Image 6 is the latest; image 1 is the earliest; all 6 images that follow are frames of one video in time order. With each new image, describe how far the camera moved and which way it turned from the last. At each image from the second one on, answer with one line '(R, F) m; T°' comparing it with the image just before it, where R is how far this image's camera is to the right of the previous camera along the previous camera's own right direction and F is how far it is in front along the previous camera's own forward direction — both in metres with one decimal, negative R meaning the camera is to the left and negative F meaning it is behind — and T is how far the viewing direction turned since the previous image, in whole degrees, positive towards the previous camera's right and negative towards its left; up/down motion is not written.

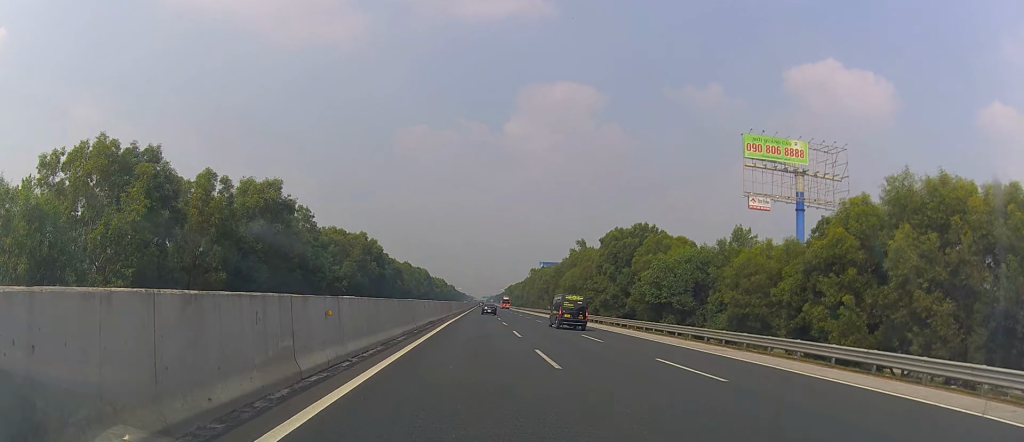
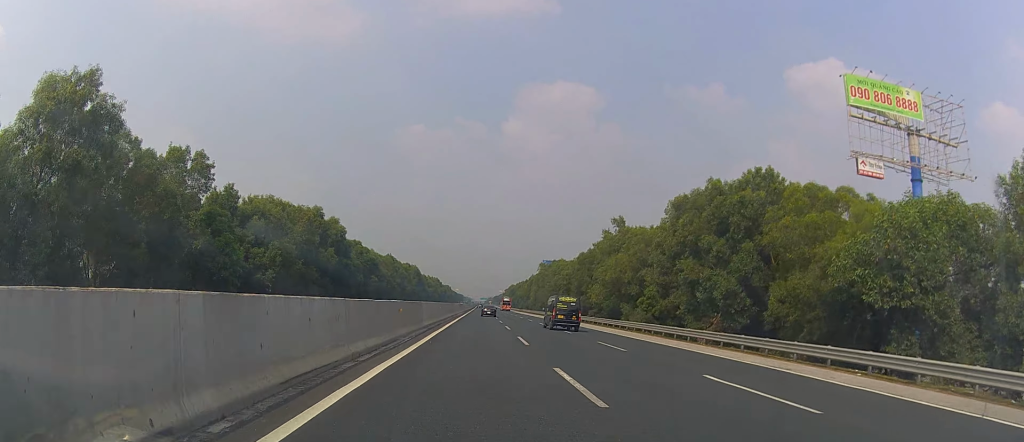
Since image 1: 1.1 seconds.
(+0.6, +35.2) m; 0°
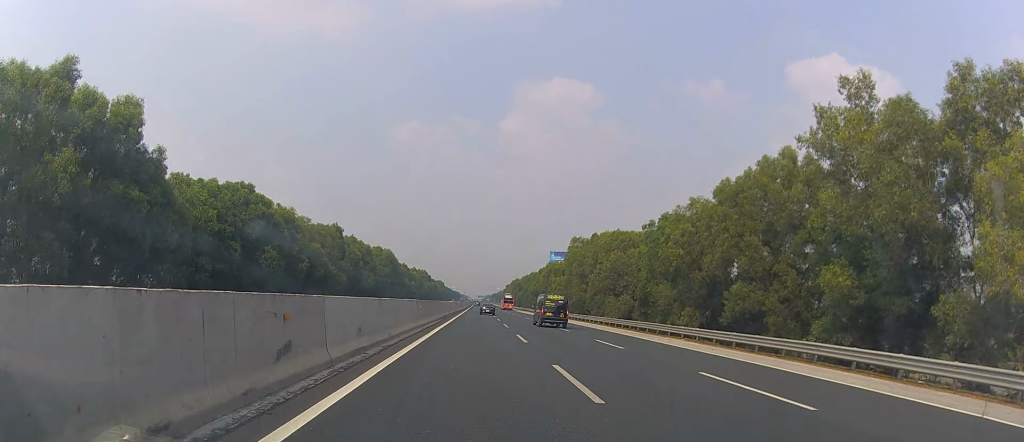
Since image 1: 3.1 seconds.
(-1.5, +61.9) m; -1°
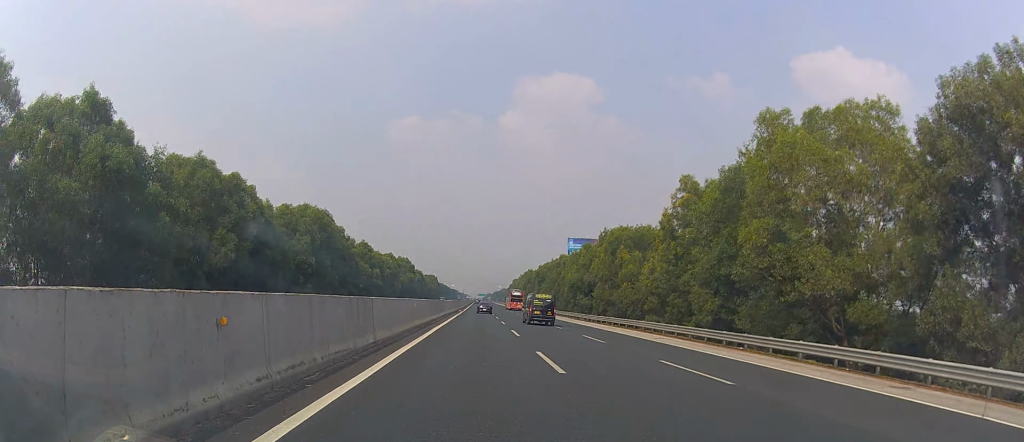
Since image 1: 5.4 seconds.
(+1.6, +74.8) m; 0°
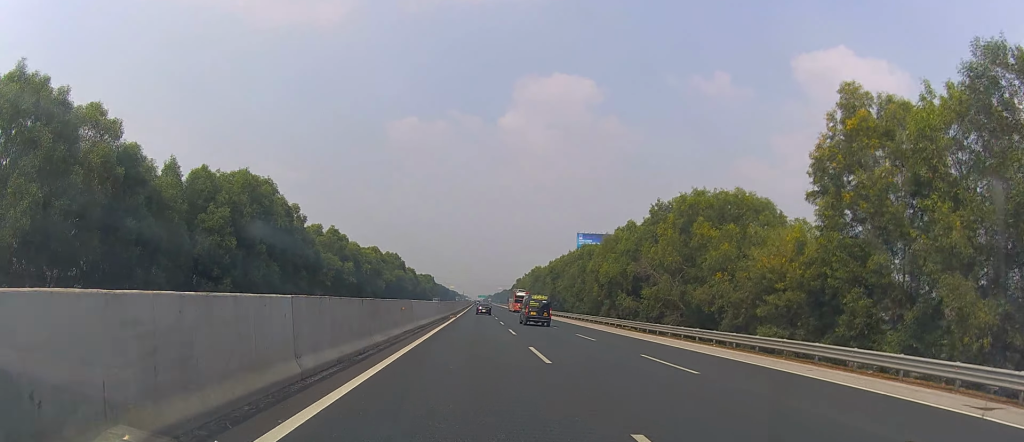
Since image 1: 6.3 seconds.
(-0.4, +28.0) m; +1°
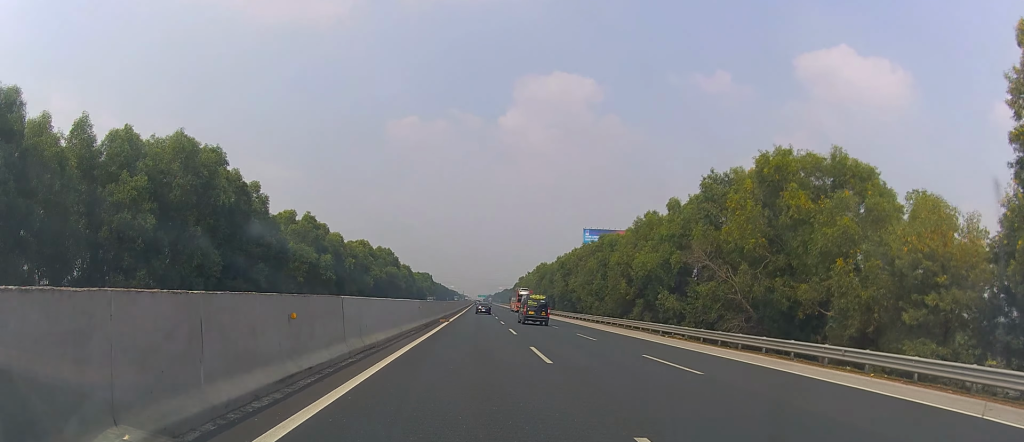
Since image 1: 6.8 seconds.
(+0.3, +16.5) m; 0°
